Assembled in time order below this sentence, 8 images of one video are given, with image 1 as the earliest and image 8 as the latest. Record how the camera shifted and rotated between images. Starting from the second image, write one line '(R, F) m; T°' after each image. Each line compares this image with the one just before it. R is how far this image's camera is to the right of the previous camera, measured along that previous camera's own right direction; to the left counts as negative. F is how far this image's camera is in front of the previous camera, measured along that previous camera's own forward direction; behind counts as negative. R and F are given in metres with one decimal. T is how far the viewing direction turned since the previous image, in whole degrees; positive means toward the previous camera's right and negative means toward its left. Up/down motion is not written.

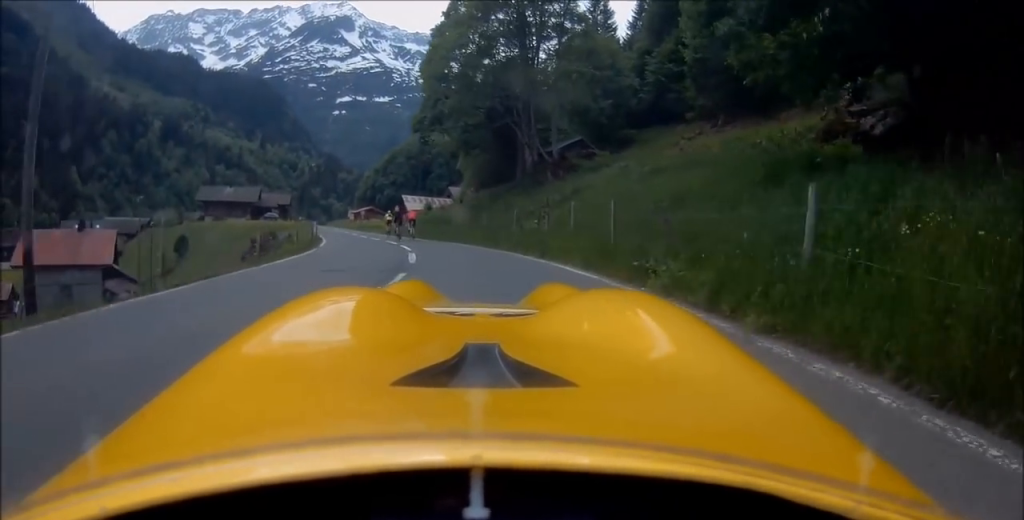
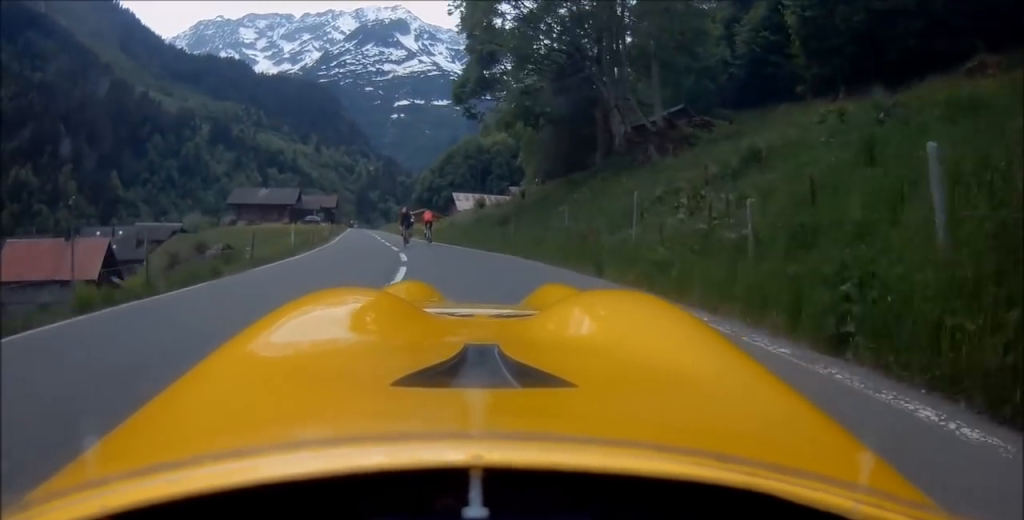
(-0.2, +11.2) m; -4°
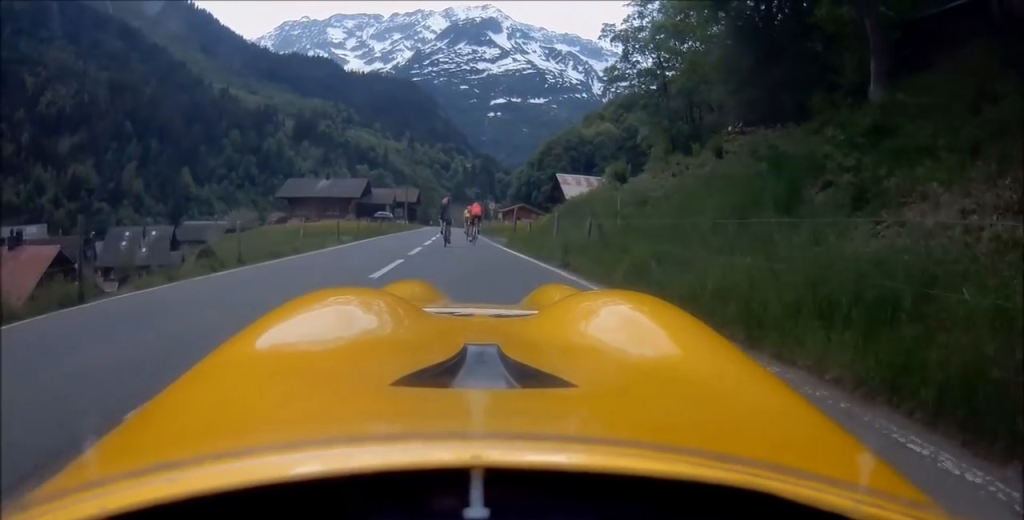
(-1.3, +18.6) m; -9°
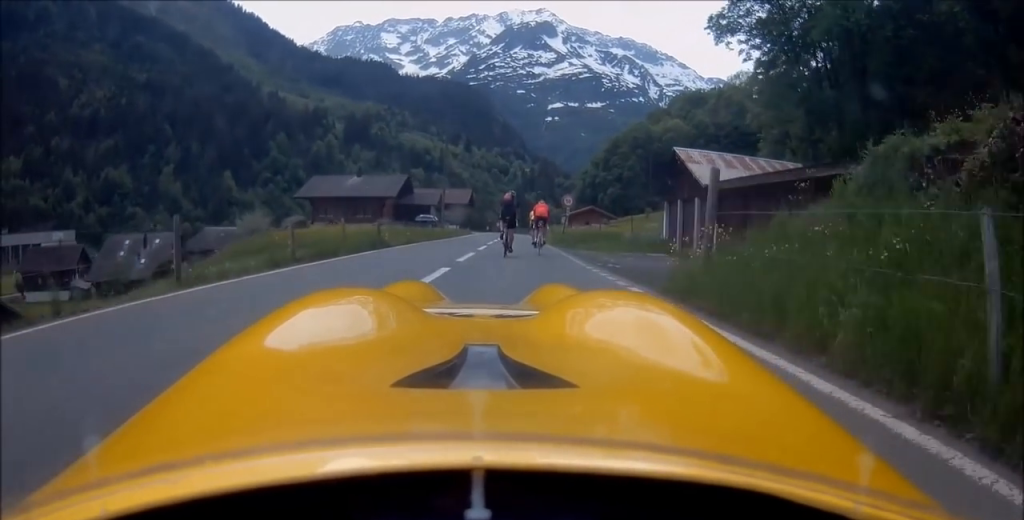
(-1.2, +15.2) m; -6°
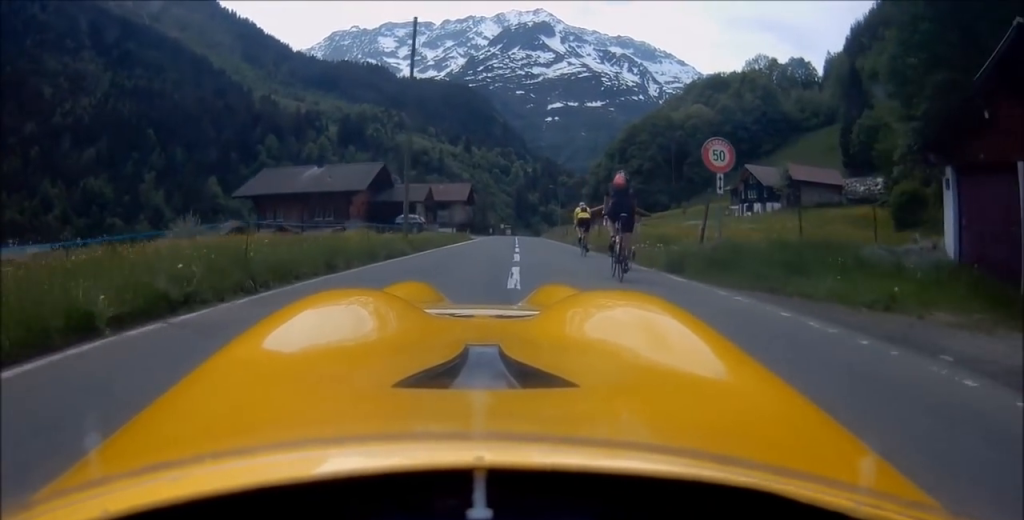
(-0.7, +18.9) m; -3°
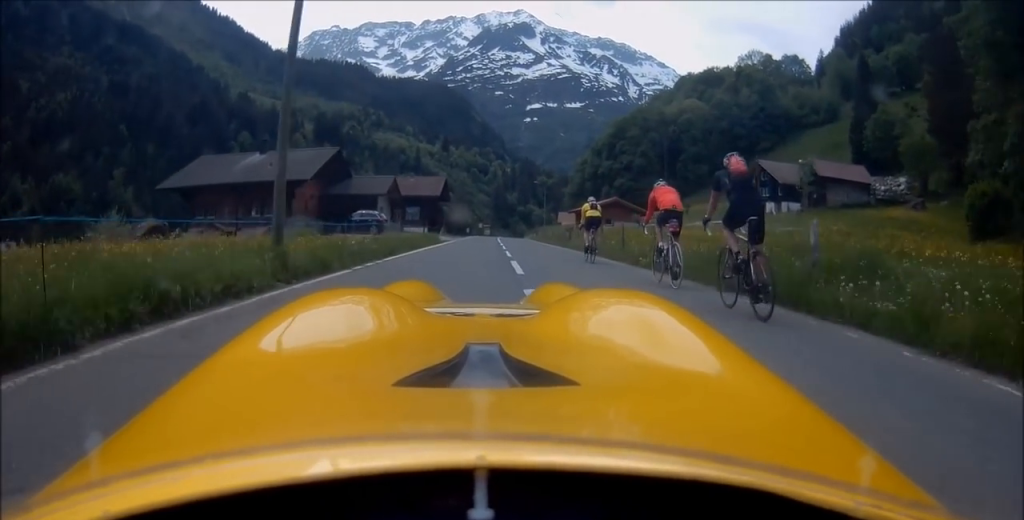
(-0.1, +10.5) m; 0°
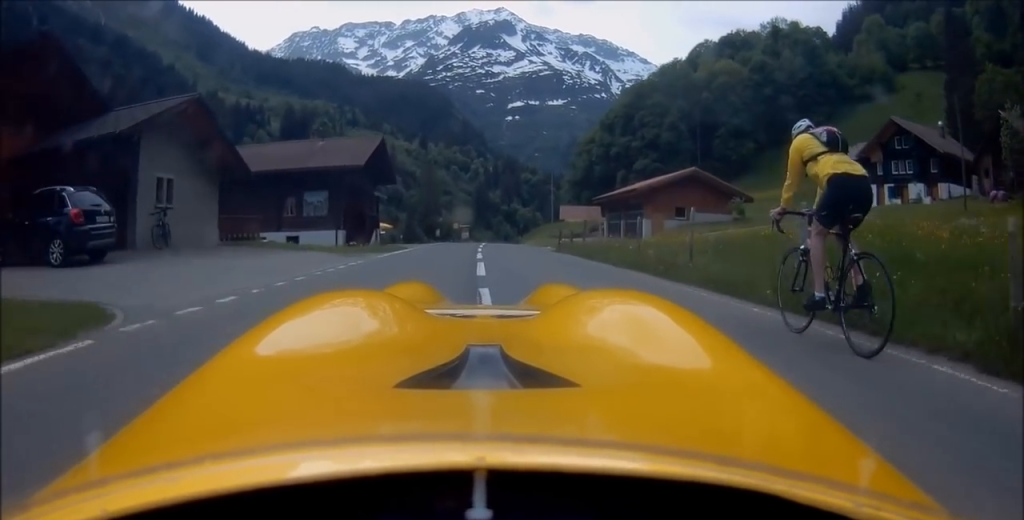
(+0.5, +33.1) m; +2°
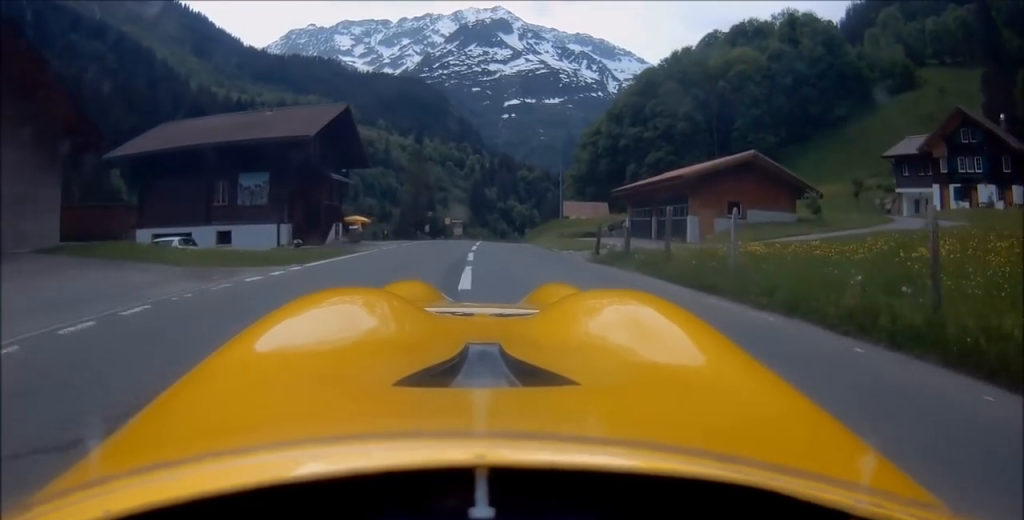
(+0.1, +9.6) m; +1°
